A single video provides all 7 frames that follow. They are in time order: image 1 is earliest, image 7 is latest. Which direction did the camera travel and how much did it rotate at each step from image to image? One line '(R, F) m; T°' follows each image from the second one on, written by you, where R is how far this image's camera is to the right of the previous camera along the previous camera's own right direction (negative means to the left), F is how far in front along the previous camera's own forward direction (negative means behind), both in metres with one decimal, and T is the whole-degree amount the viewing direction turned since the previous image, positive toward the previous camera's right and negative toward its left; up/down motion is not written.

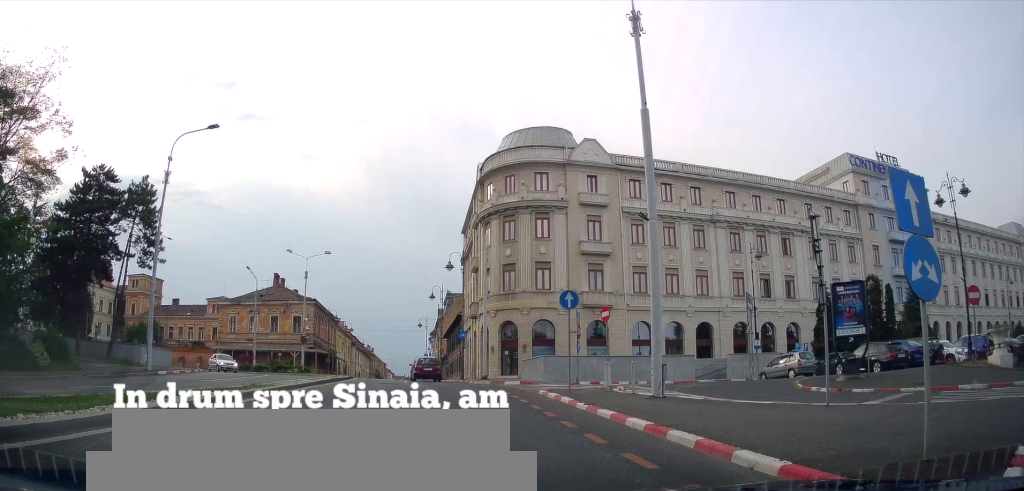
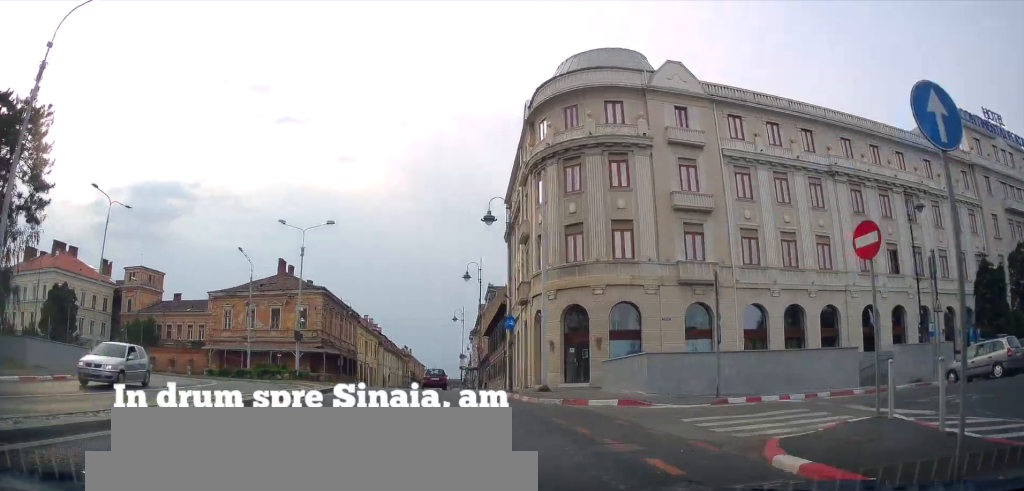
(+0.2, +12.9) m; -2°
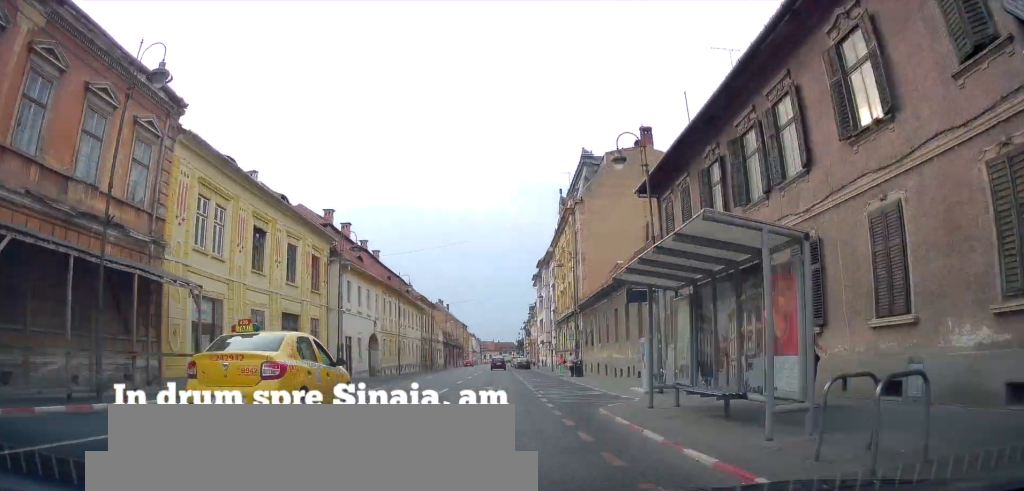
(-2.8, +57.4) m; -3°
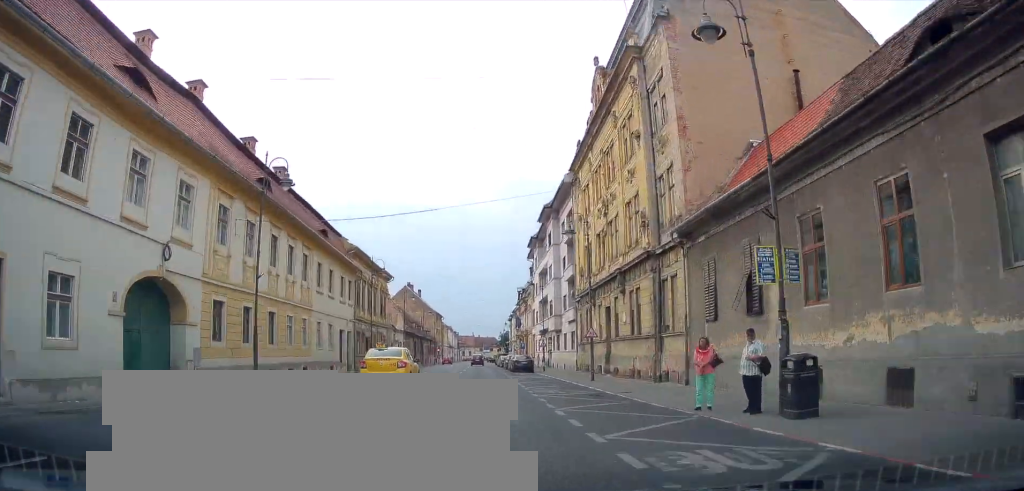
(+0.1, +28.2) m; 0°
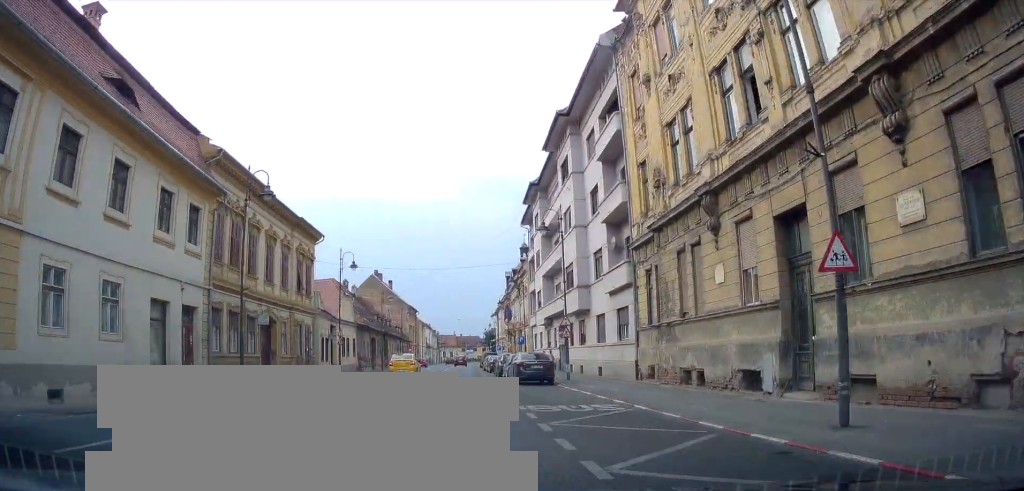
(0.0, +24.5) m; 0°
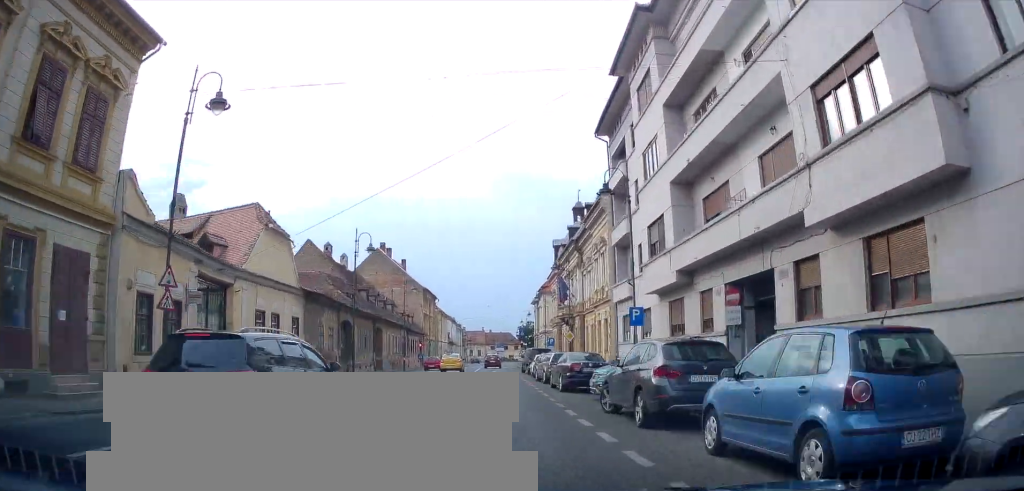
(+0.1, +28.0) m; 0°
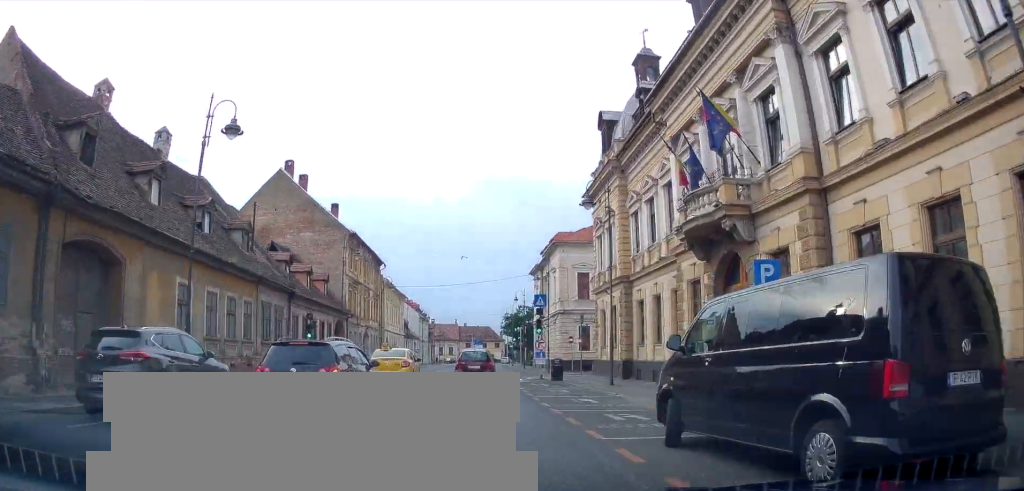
(+0.6, +40.1) m; +6°
